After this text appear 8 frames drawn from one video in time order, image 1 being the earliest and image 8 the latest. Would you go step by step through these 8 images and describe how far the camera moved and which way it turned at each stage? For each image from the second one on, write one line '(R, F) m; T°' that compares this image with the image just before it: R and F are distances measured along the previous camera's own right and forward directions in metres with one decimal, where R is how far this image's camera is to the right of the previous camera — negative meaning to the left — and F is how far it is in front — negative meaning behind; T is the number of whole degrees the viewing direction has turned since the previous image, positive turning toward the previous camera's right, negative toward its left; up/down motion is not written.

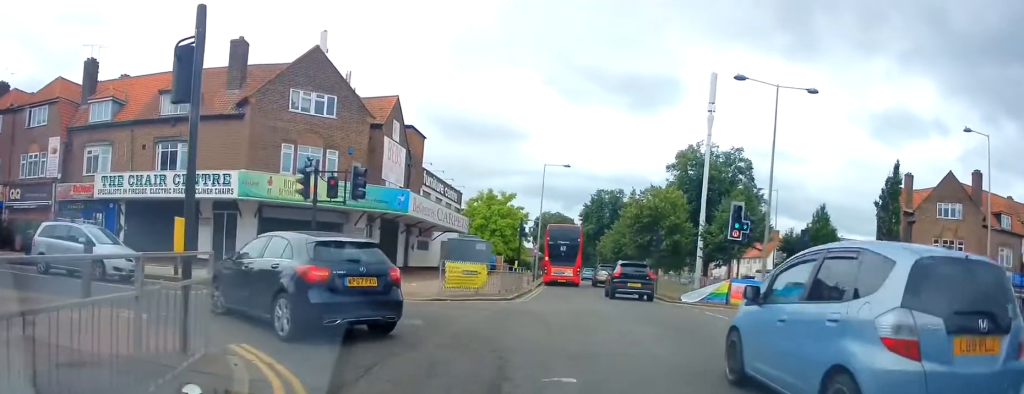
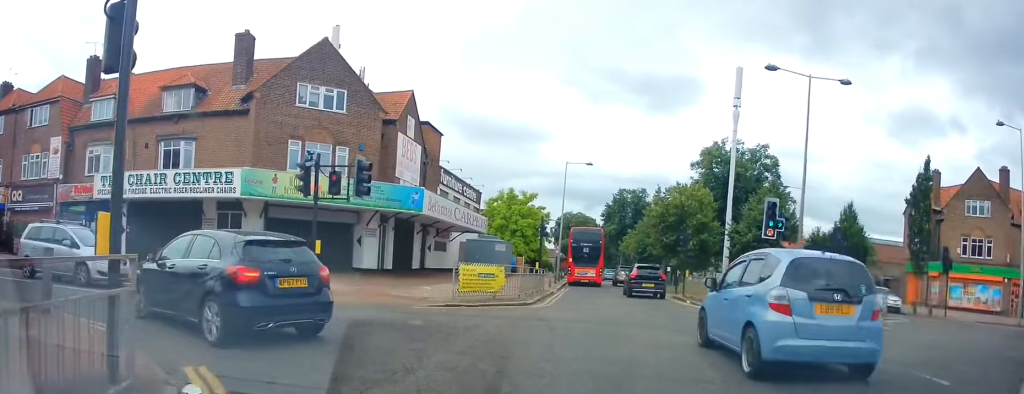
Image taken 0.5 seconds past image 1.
(-0.1, +1.6) m; -4°
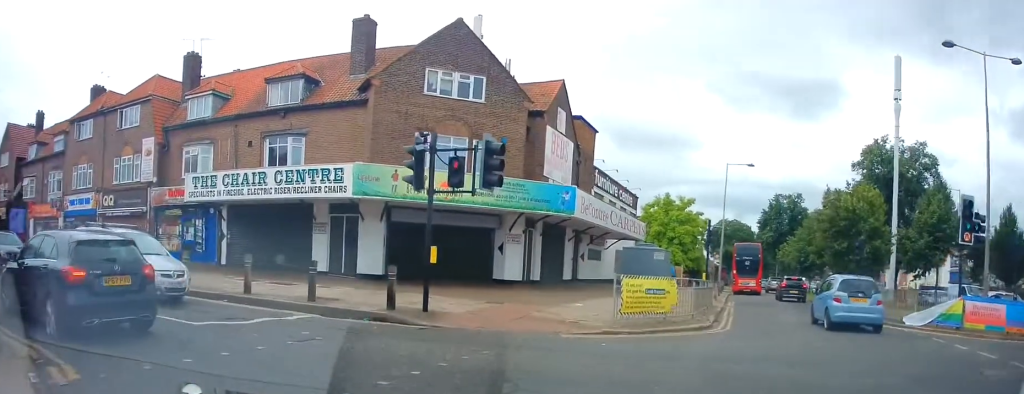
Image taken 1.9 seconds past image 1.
(-0.5, +3.9) m; -23°
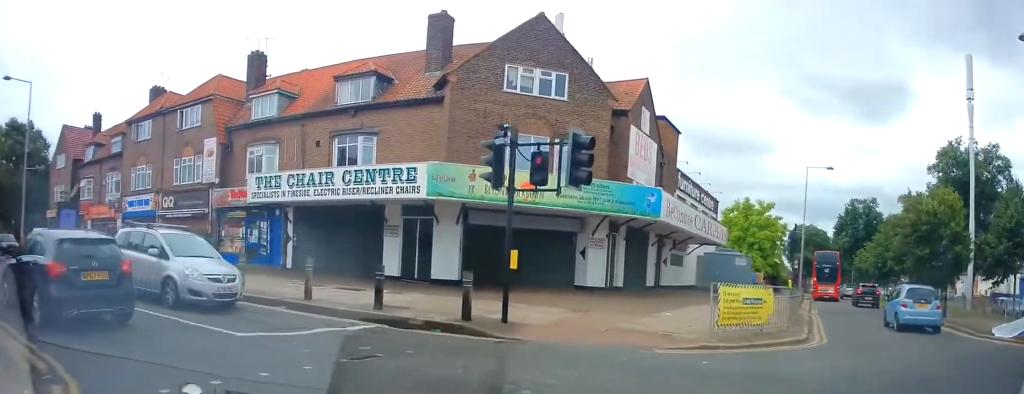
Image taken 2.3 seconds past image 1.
(0.0, +1.1) m; -16°
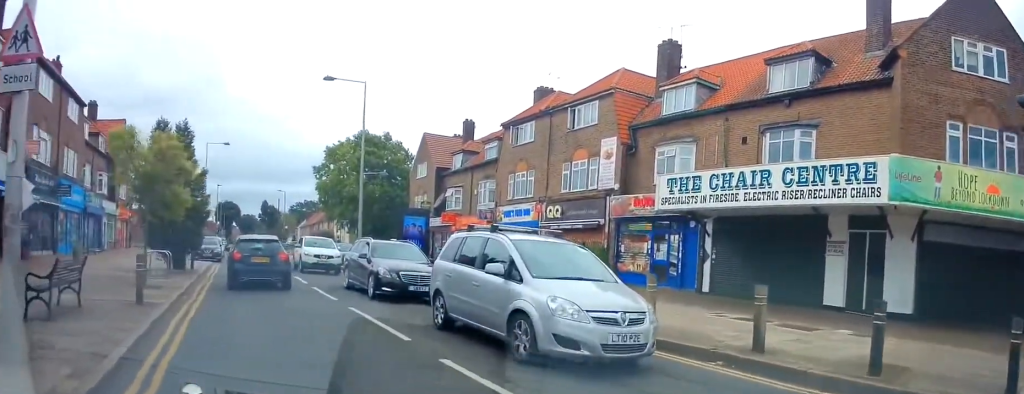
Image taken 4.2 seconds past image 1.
(-1.8, +4.2) m; -27°
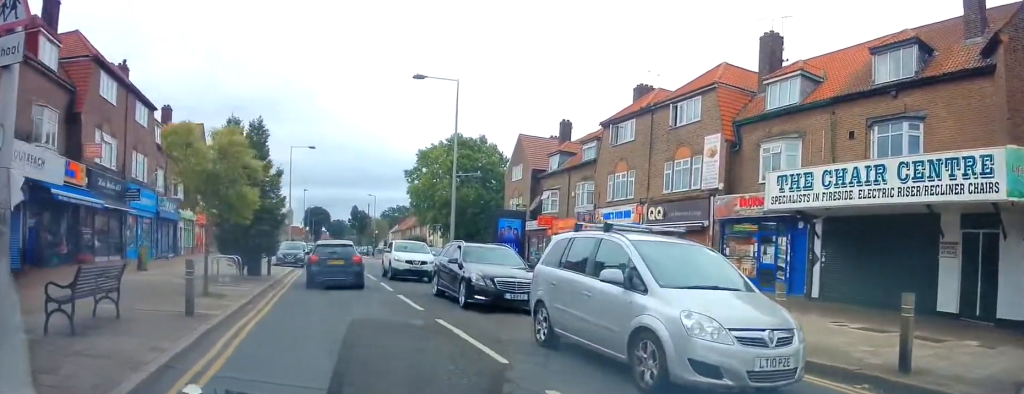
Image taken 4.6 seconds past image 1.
(+0.2, +1.3) m; 0°
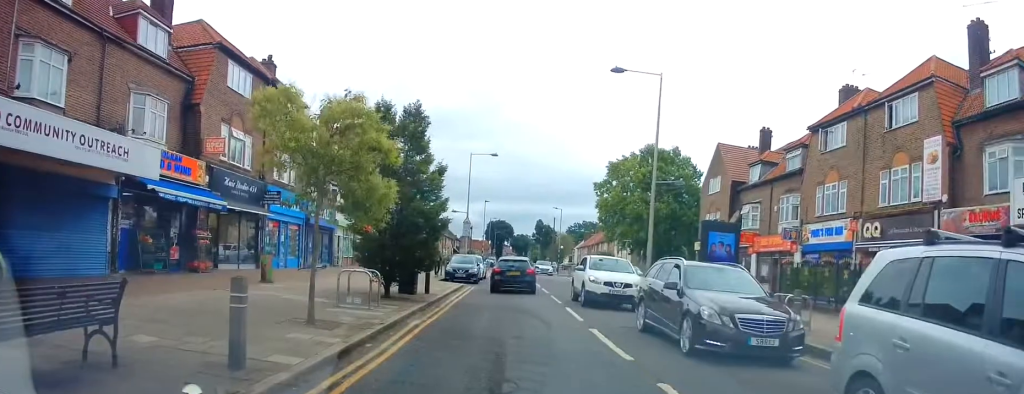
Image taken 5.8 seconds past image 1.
(-0.6, +3.7) m; -9°
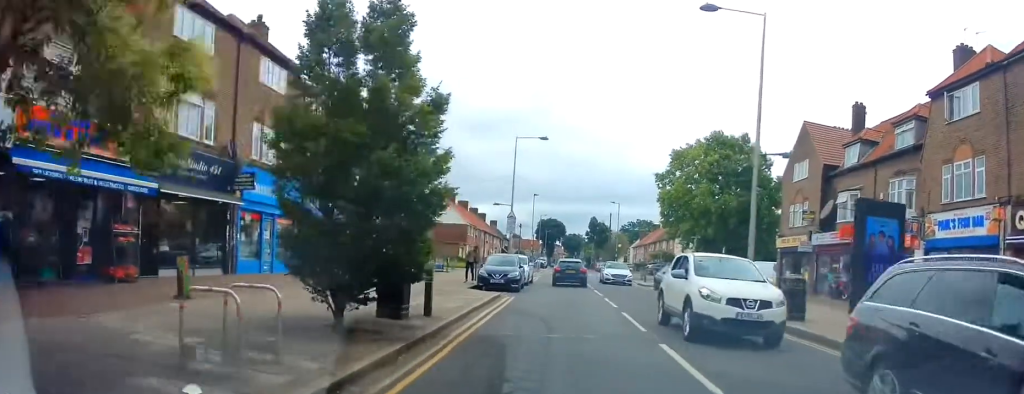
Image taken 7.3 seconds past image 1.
(+0.6, +6.7) m; +5°
